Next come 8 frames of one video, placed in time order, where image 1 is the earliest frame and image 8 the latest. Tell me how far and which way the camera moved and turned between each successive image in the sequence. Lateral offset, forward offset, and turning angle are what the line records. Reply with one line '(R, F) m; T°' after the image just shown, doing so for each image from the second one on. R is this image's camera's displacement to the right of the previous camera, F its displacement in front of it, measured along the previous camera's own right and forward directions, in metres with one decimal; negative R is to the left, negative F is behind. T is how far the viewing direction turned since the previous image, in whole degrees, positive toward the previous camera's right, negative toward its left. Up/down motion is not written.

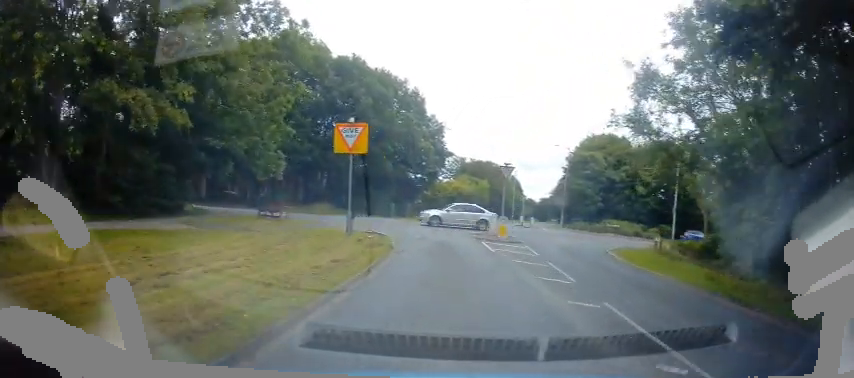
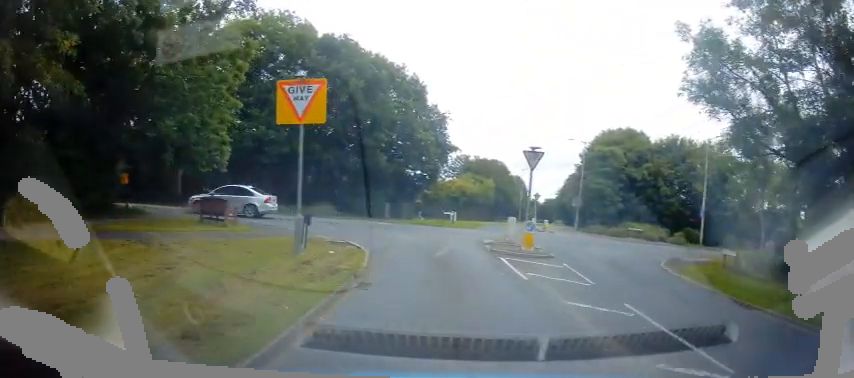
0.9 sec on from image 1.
(+0.3, +5.2) m; -2°
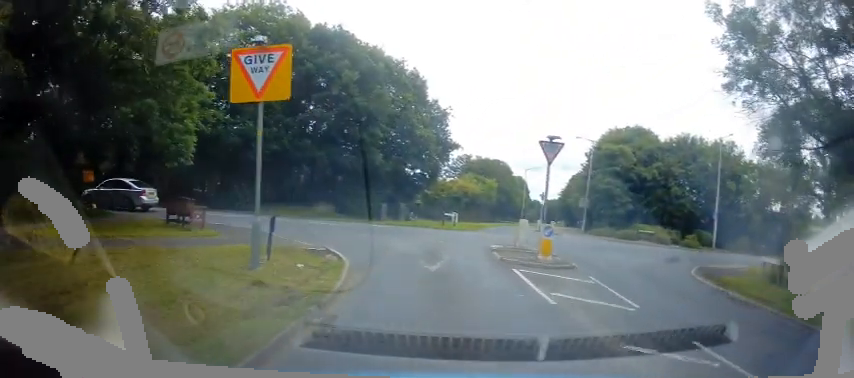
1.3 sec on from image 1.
(-0.1, +2.1) m; -1°
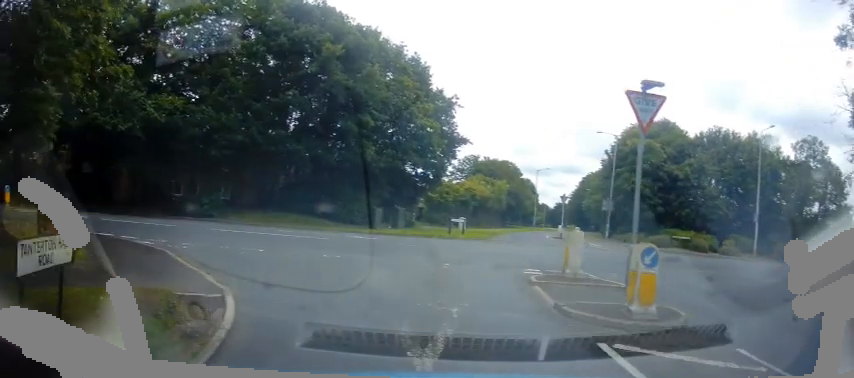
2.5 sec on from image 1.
(-0.3, +5.3) m; -1°
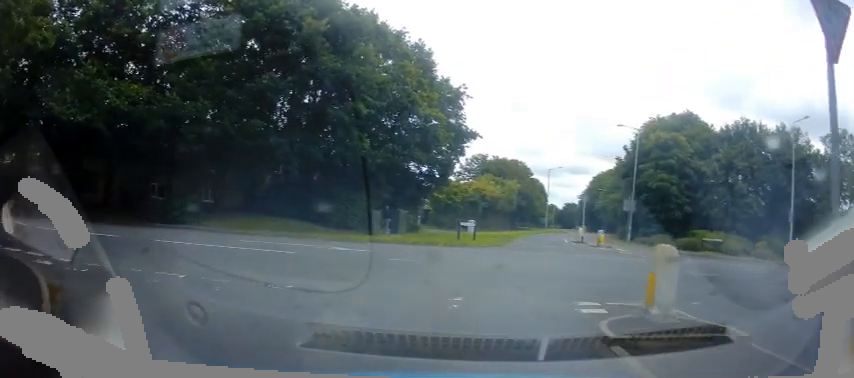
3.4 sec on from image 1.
(+0.1, +3.2) m; +1°
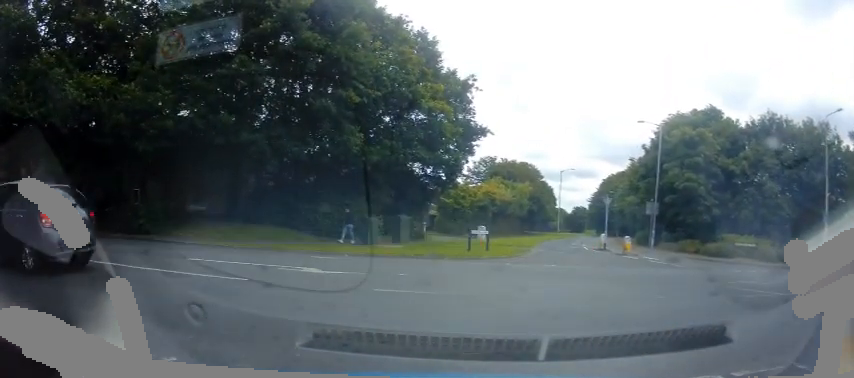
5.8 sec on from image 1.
(+0.1, +2.6) m; 0°
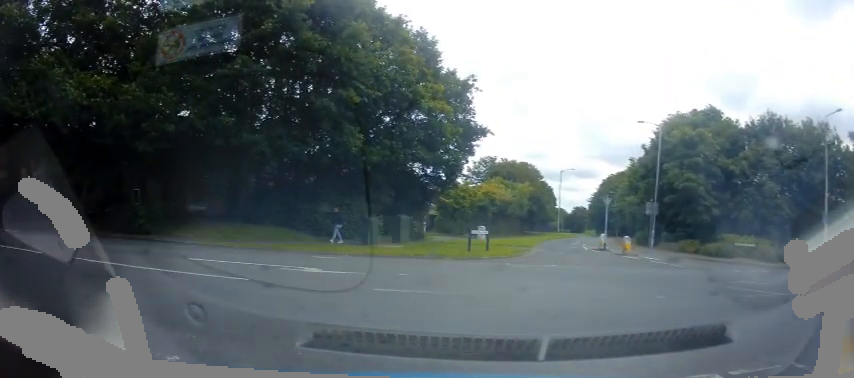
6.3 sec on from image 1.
(0.0, 0.0) m; 0°
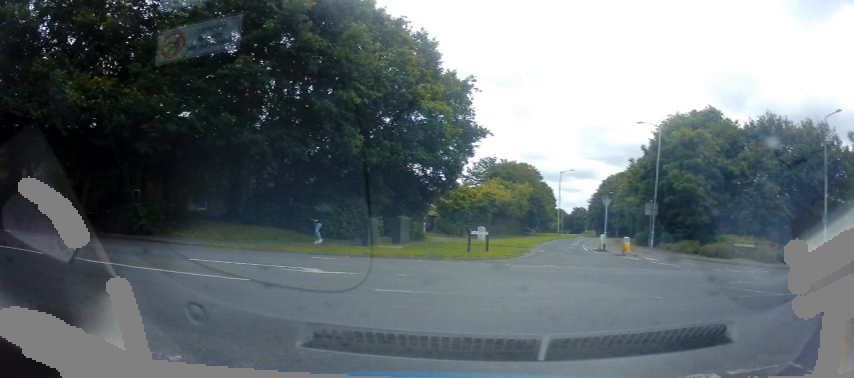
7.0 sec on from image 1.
(0.0, 0.0) m; 0°
